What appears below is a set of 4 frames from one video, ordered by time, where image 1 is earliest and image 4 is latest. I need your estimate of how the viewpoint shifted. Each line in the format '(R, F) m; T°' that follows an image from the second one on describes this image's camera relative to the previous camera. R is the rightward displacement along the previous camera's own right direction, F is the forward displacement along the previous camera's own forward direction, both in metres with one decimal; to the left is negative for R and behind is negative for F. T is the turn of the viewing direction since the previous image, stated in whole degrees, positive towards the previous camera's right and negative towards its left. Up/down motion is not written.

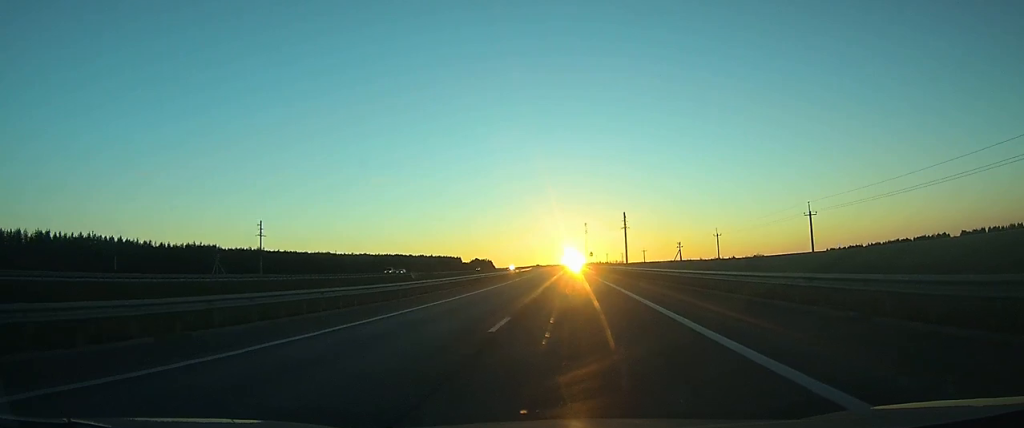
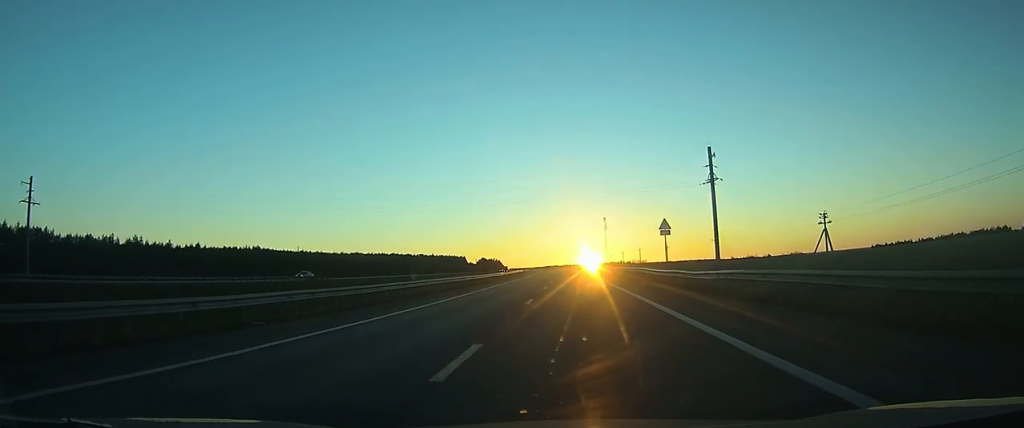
(-1.5, +90.8) m; -2°
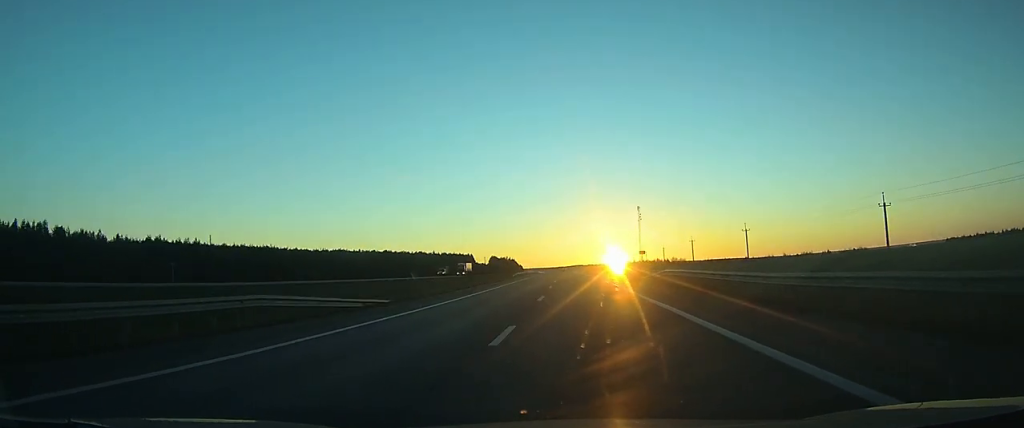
(-2.4, +112.9) m; -2°
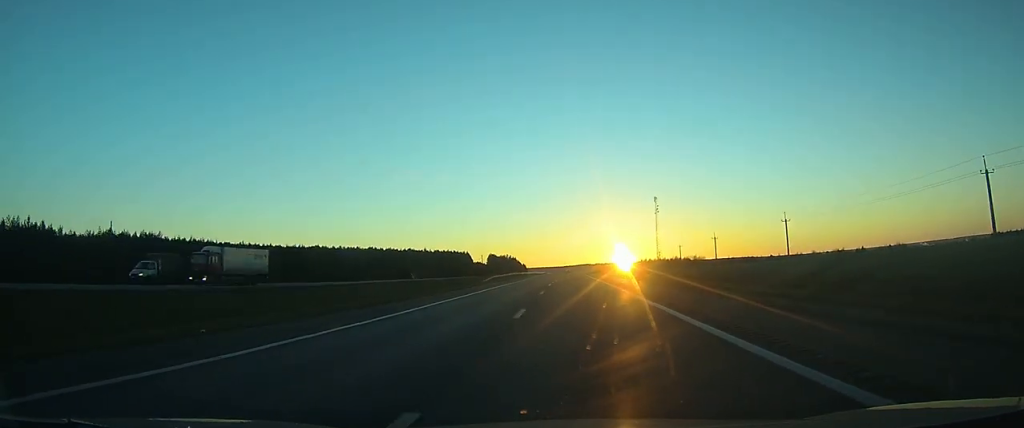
(-0.5, +68.0) m; -1°
